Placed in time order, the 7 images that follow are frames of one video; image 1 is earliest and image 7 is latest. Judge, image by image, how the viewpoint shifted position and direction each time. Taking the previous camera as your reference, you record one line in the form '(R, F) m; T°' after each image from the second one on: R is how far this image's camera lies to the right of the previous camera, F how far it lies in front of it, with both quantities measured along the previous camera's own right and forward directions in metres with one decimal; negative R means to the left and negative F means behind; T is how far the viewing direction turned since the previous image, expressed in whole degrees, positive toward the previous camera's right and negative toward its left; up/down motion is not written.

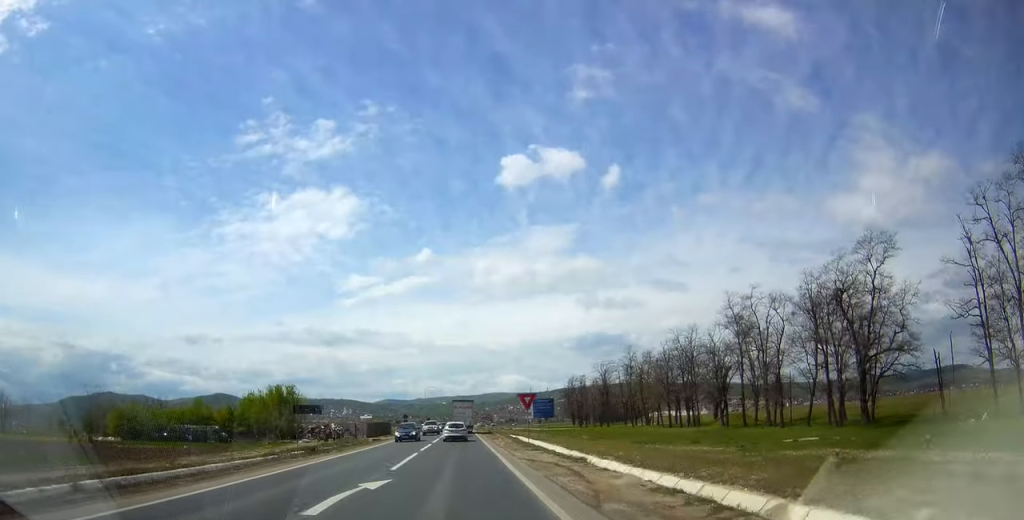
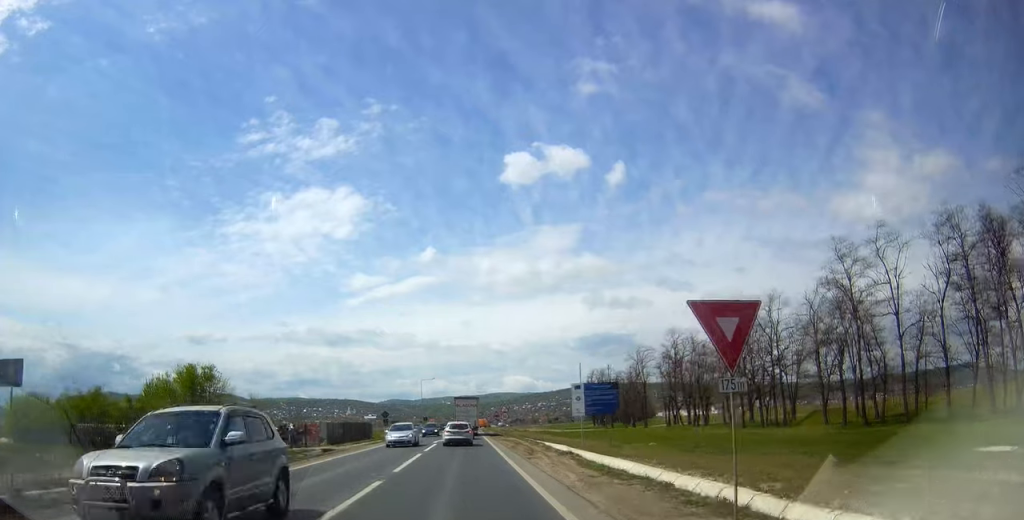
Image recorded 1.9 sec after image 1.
(-1.3, +29.1) m; -3°
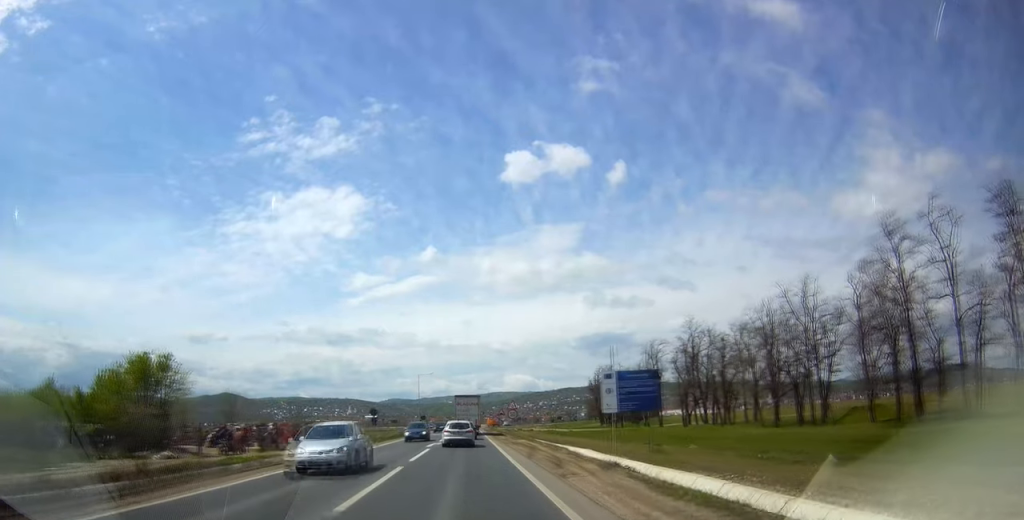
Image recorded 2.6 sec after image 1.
(+0.5, +9.2) m; 0°
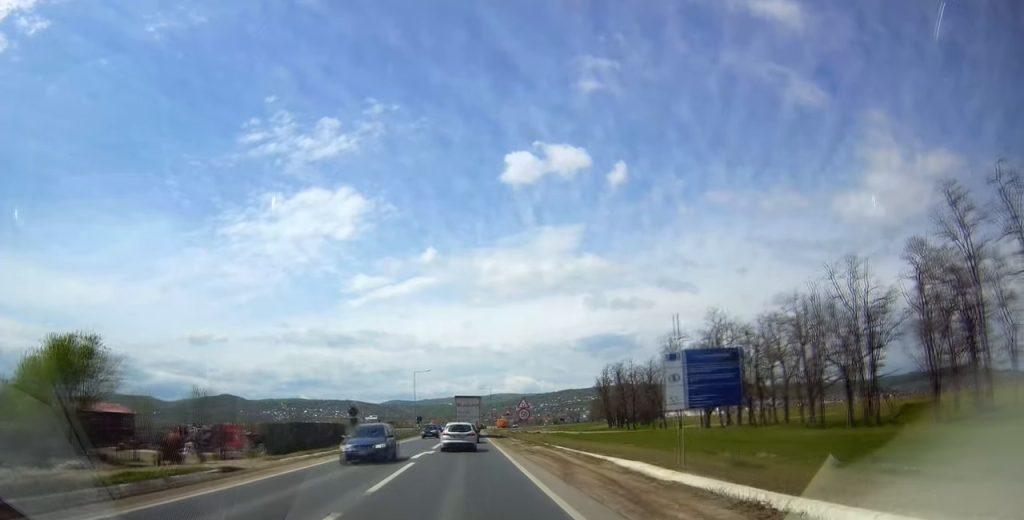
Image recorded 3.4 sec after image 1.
(+0.1, +10.7) m; +1°
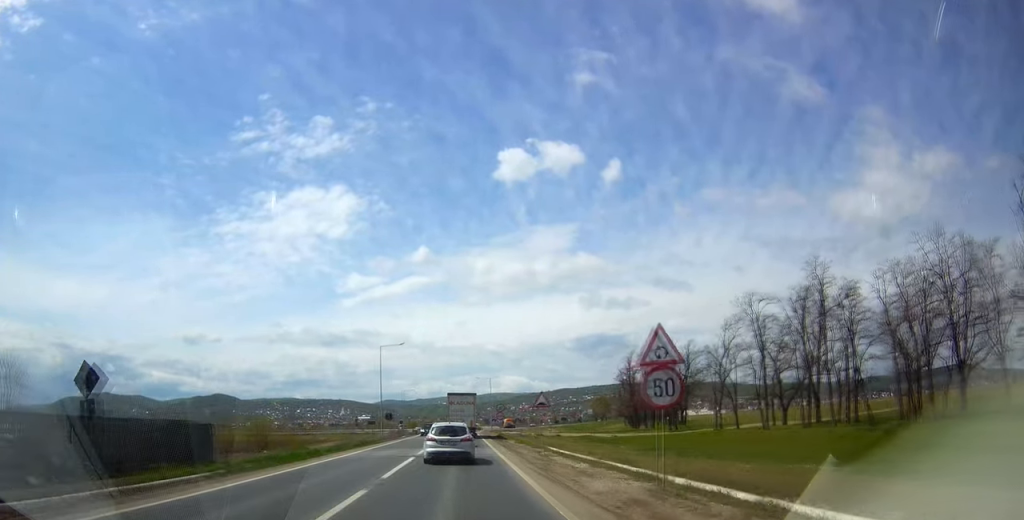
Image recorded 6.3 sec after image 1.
(+0.5, +31.2) m; 0°
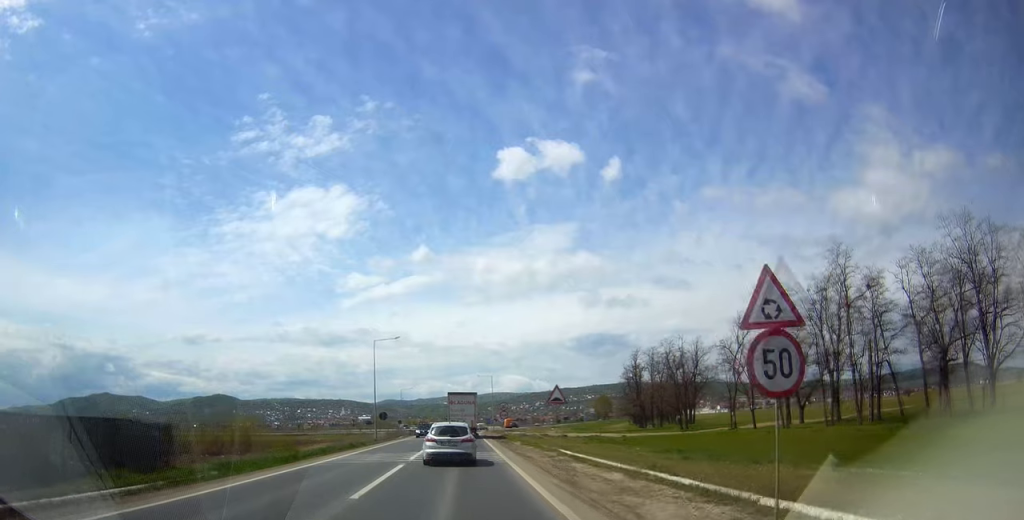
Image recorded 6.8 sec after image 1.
(+0.2, +4.7) m; +1°
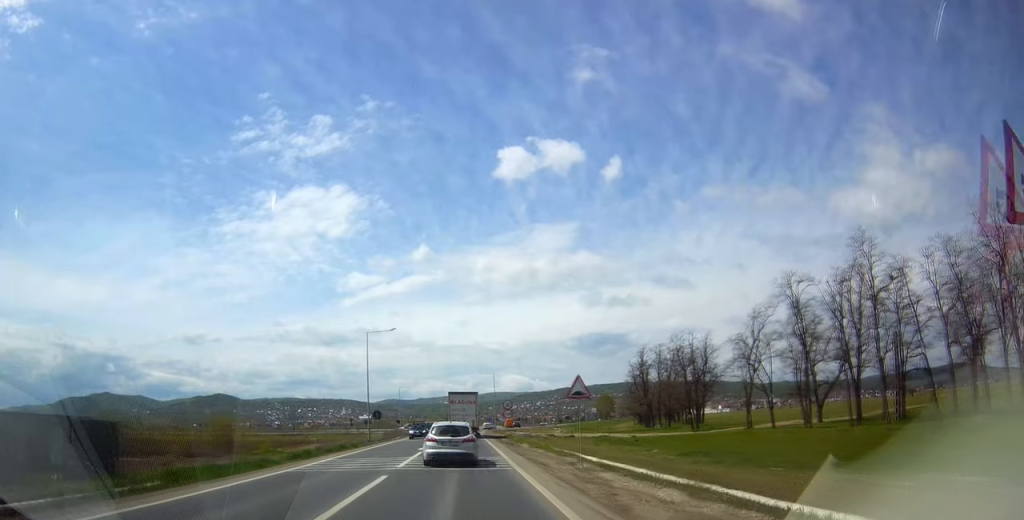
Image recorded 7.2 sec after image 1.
(0.0, +4.6) m; 0°
